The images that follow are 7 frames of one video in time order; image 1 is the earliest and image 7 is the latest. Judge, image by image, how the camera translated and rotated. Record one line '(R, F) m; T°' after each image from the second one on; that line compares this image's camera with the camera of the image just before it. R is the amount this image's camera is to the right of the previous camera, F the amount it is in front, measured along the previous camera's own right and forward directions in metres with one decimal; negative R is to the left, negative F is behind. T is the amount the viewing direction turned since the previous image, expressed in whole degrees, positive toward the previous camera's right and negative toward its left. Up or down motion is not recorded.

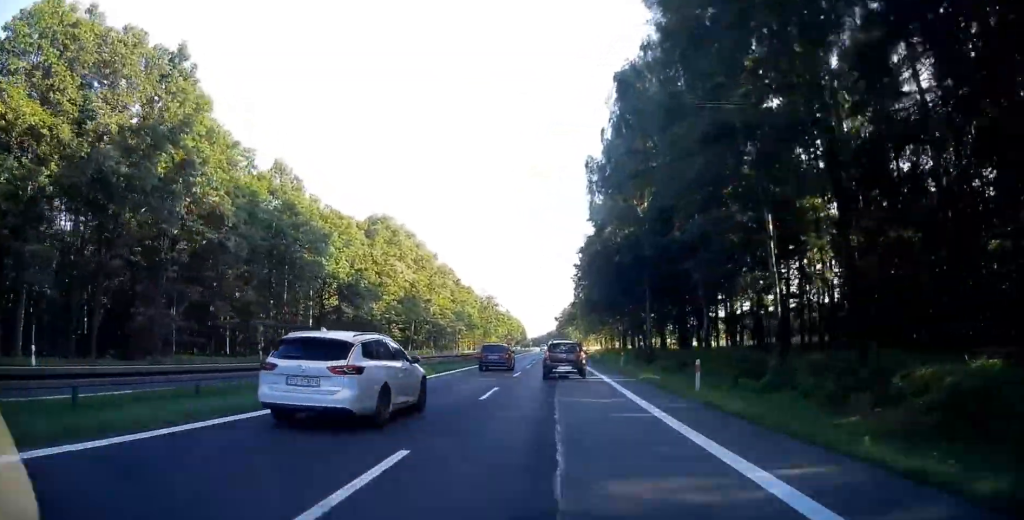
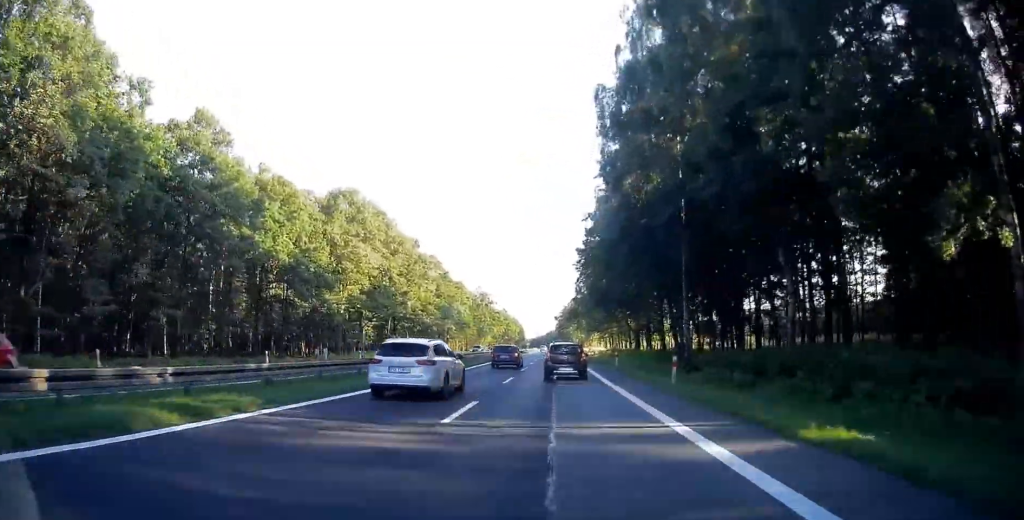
(0.0, +16.4) m; 0°
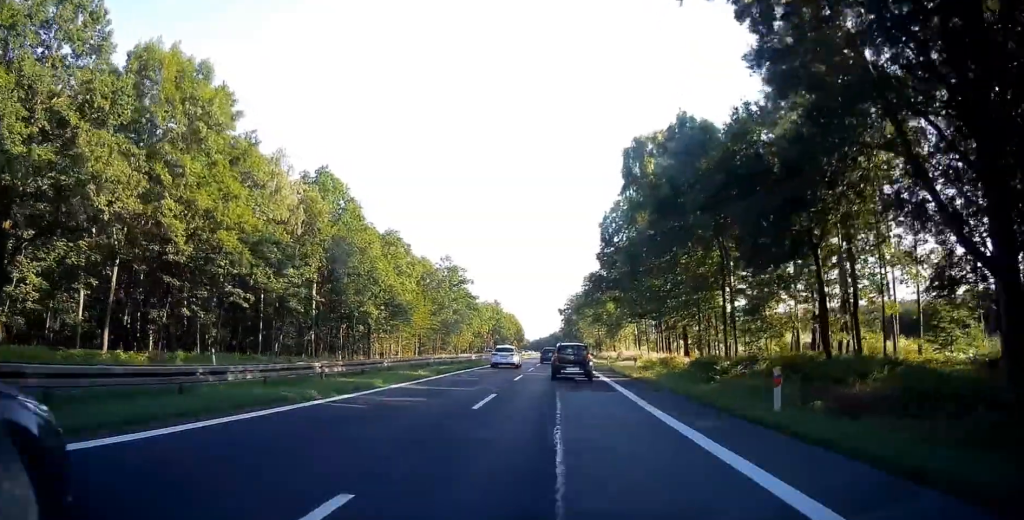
(+0.1, +68.5) m; 0°
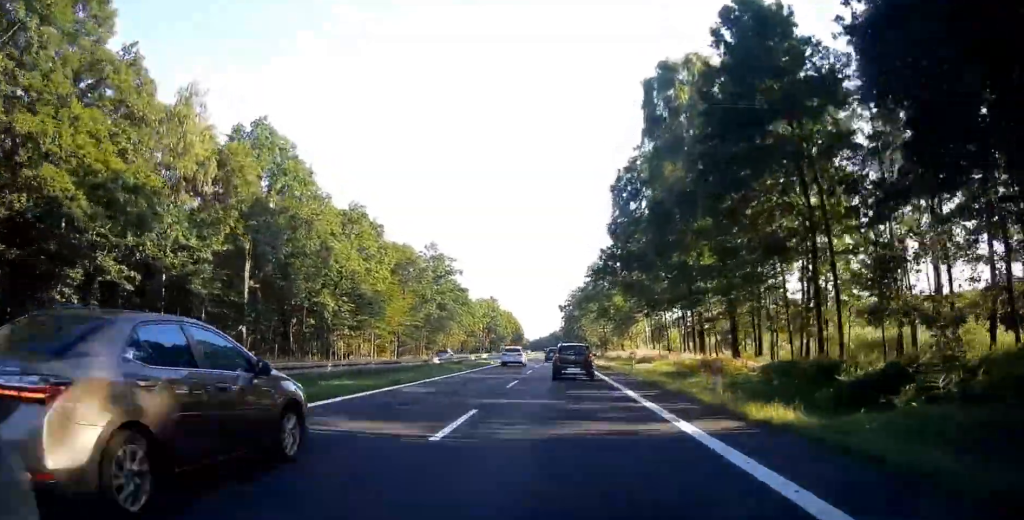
(0.0, +16.2) m; 0°
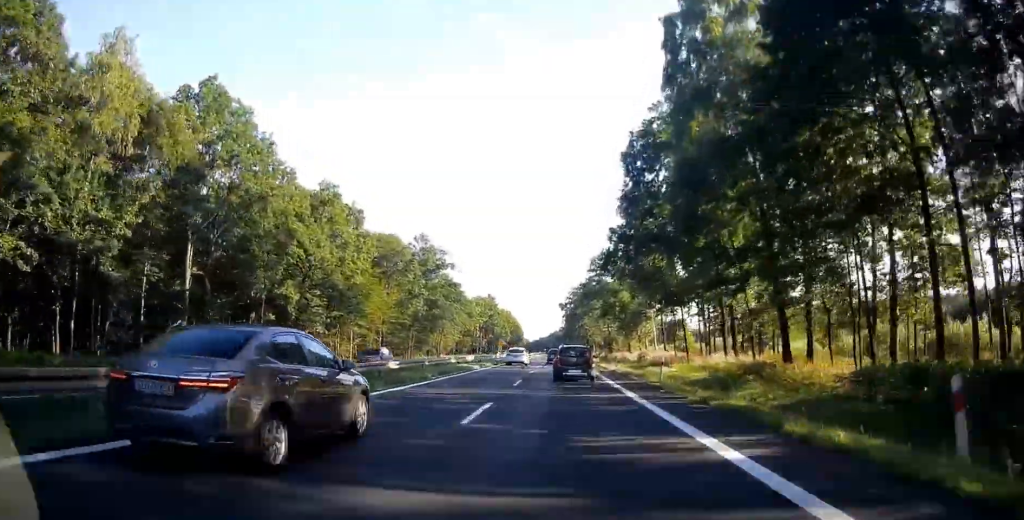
(0.0, +9.6) m; 0°
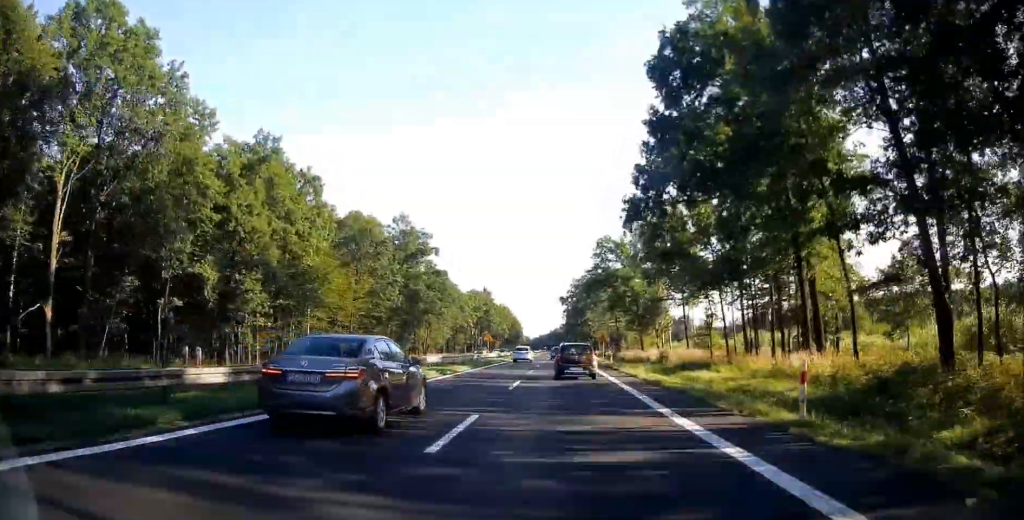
(0.0, +14.8) m; 0°
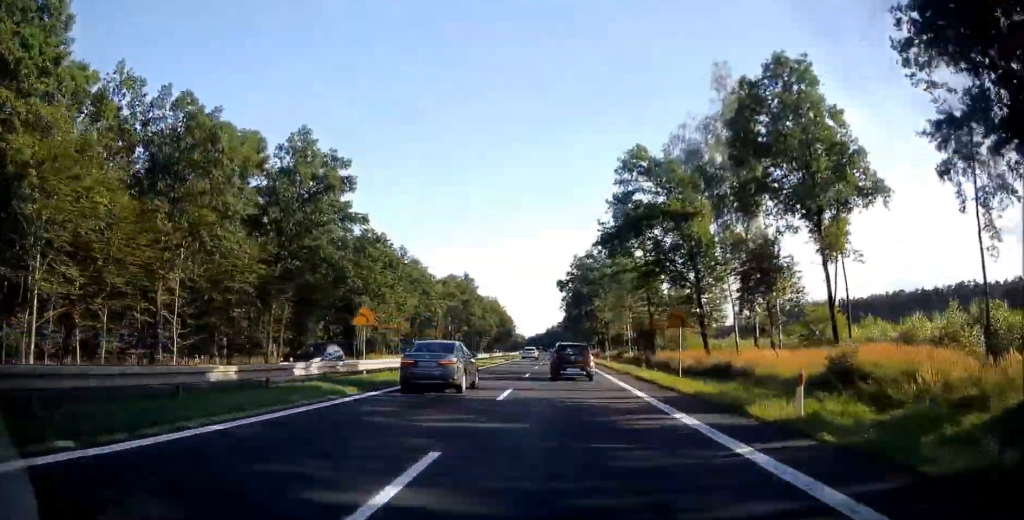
(-0.2, +38.6) m; 0°
